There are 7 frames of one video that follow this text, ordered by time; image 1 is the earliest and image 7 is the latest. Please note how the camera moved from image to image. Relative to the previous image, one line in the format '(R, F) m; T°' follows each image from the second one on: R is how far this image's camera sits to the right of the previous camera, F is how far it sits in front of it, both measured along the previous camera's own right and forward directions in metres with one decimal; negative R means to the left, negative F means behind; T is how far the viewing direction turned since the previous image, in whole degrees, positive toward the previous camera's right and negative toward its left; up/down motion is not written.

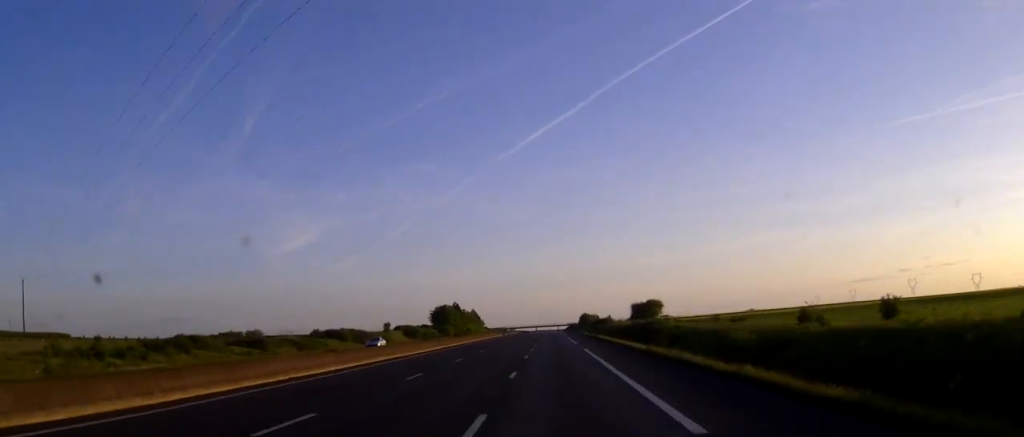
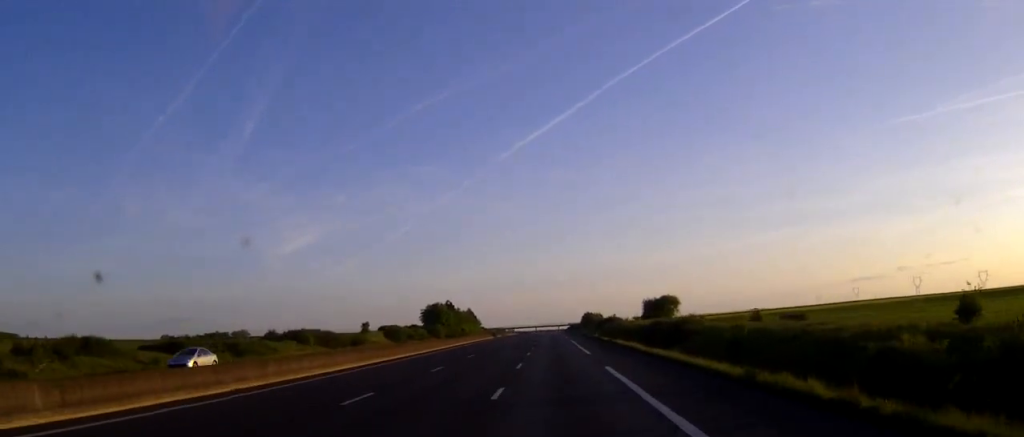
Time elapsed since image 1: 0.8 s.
(0.0, +20.6) m; 0°
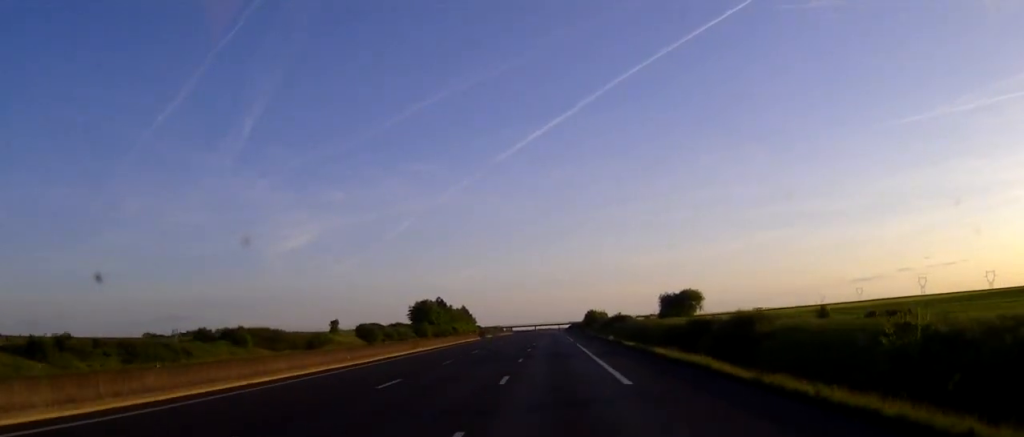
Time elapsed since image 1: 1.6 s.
(0.0, +22.3) m; 0°
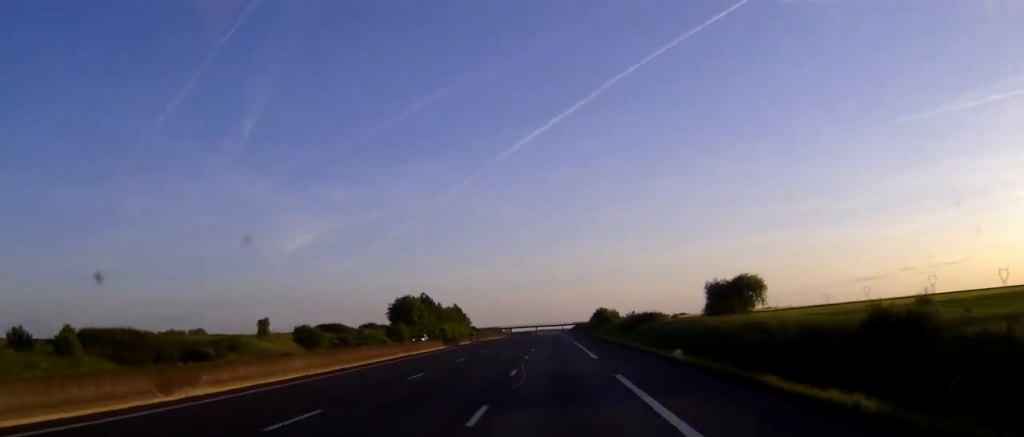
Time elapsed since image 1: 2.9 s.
(-0.1, +34.8) m; 0°
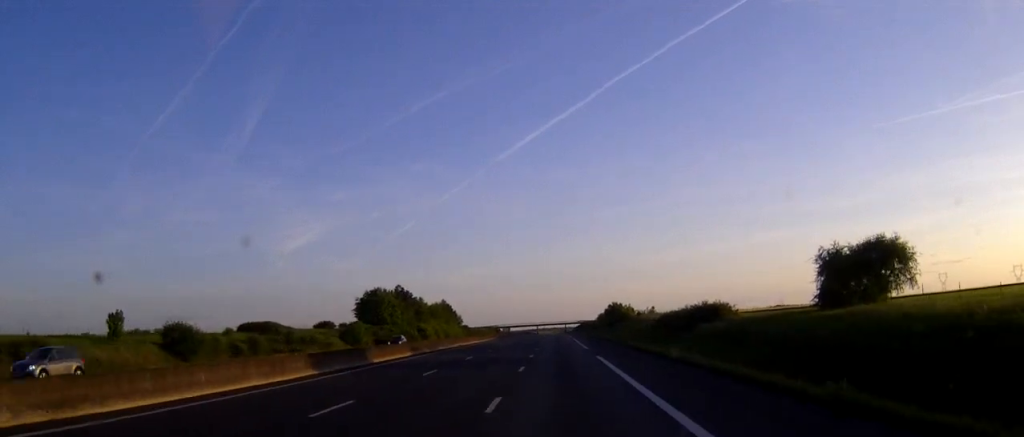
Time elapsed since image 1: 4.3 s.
(-0.1, +37.4) m; 0°
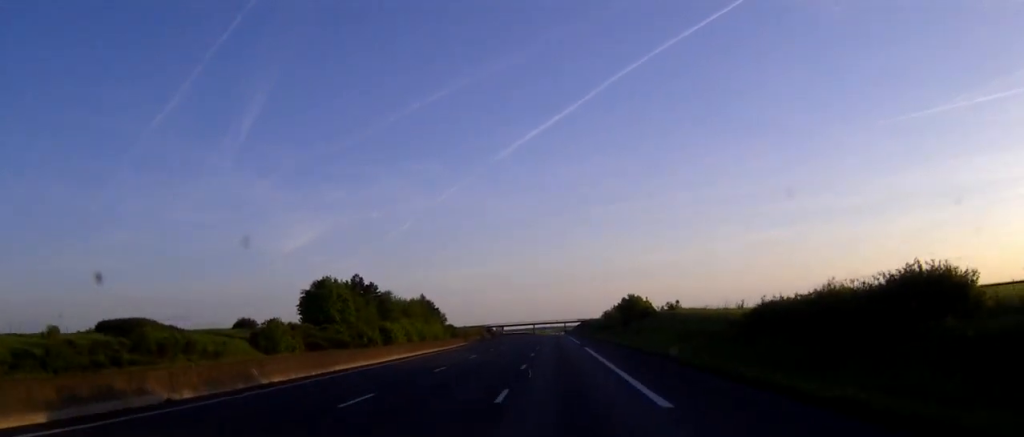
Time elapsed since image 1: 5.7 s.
(0.0, +37.3) m; 0°
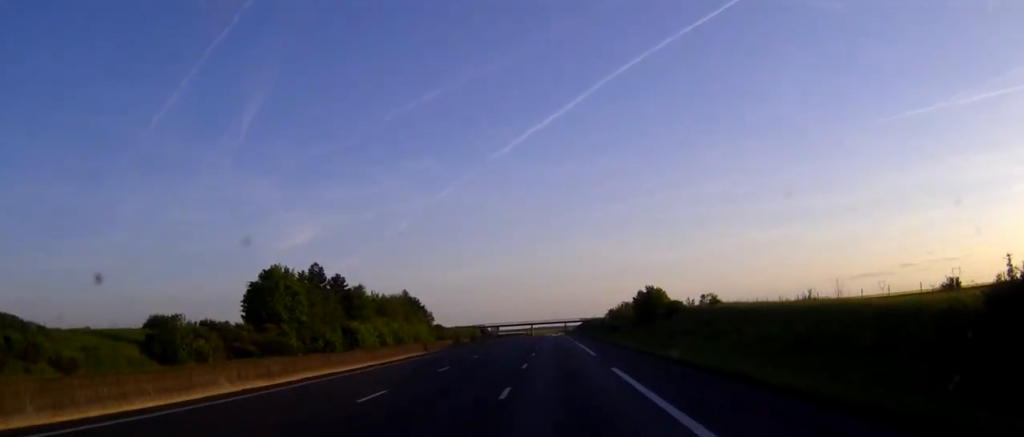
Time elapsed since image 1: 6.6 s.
(0.0, +25.0) m; 0°
